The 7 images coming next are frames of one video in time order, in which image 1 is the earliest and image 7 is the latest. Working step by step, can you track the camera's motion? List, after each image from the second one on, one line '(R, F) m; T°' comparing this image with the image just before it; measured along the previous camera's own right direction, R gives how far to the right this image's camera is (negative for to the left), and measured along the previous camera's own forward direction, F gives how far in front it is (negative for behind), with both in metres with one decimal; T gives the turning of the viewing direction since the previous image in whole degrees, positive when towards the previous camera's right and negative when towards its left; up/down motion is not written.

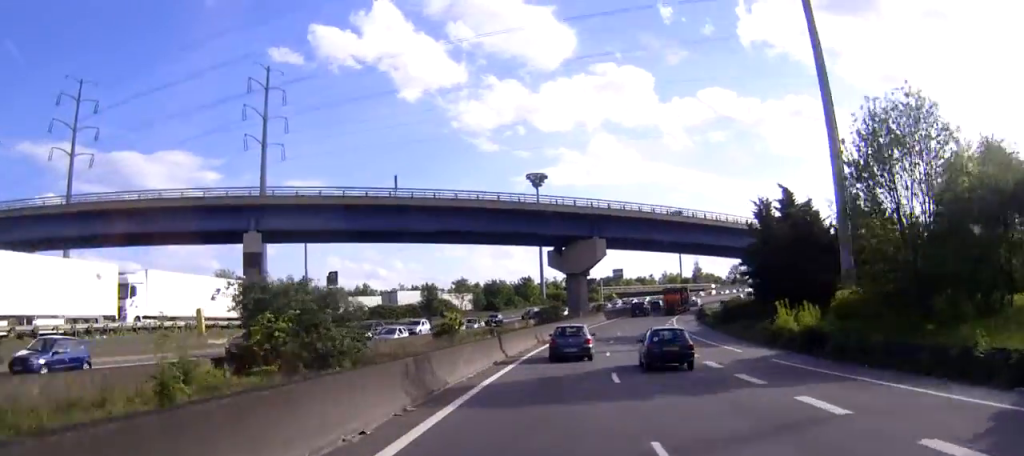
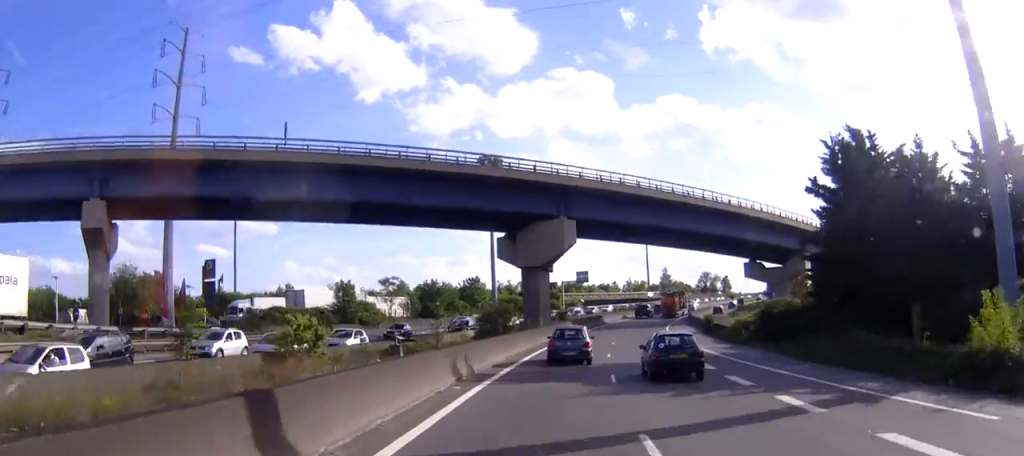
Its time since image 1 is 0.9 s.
(+0.7, +23.7) m; +3°
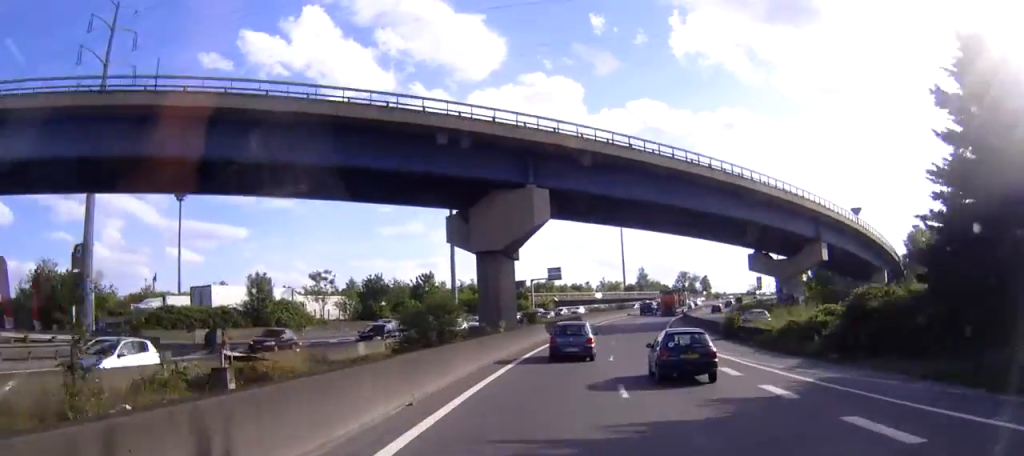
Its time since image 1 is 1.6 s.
(+0.2, +17.0) m; +3°
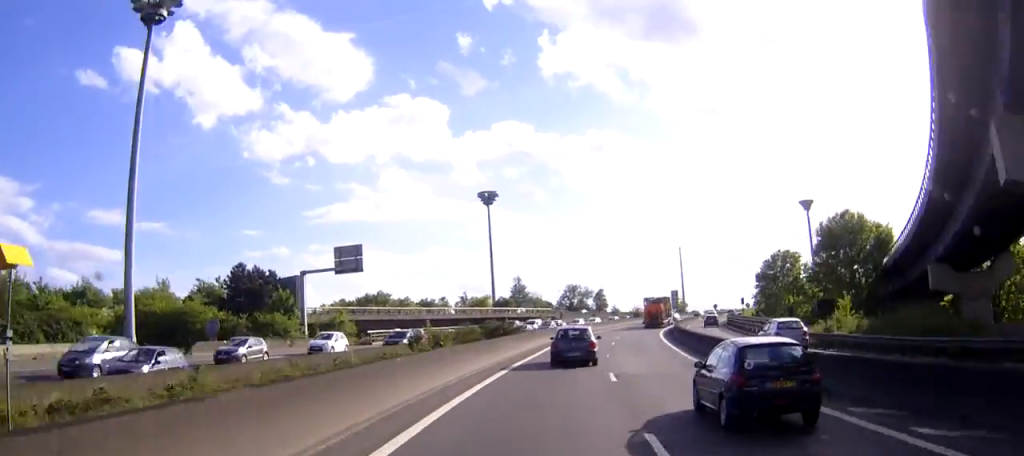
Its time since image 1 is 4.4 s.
(+6.1, +70.1) m; +11°
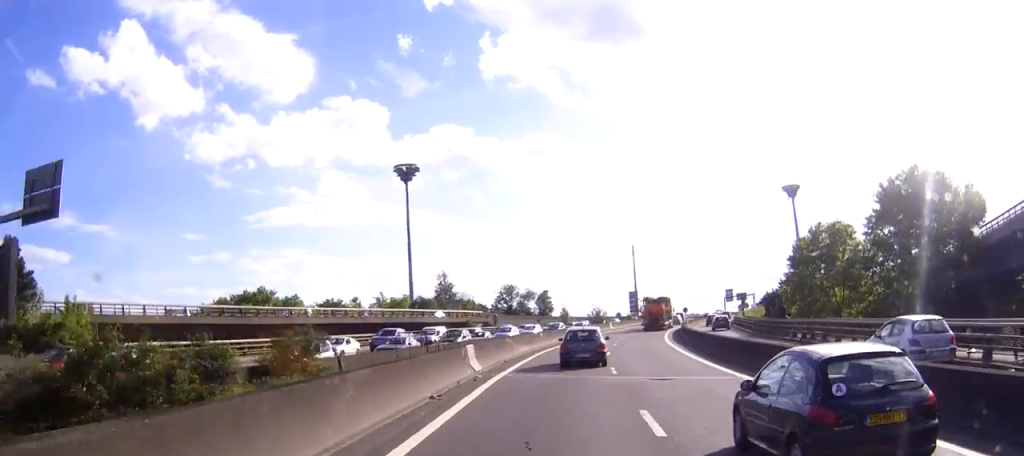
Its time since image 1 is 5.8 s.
(+1.9, +35.3) m; +5°
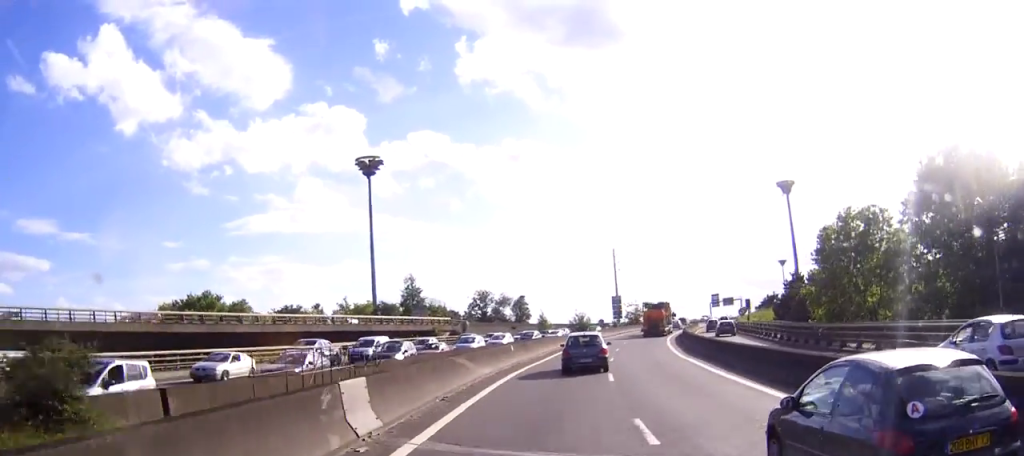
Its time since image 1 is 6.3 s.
(-0.2, +12.5) m; +2°
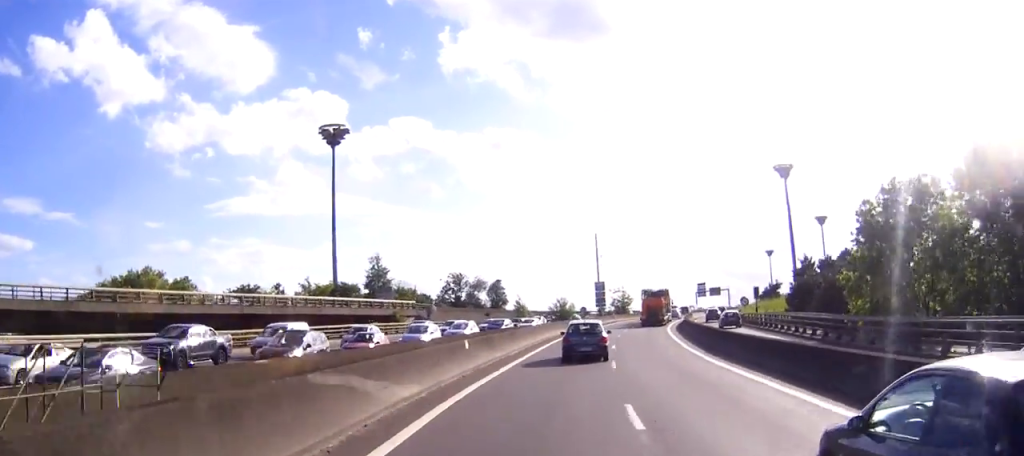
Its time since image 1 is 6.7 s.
(+0.2, +11.6) m; +2°
